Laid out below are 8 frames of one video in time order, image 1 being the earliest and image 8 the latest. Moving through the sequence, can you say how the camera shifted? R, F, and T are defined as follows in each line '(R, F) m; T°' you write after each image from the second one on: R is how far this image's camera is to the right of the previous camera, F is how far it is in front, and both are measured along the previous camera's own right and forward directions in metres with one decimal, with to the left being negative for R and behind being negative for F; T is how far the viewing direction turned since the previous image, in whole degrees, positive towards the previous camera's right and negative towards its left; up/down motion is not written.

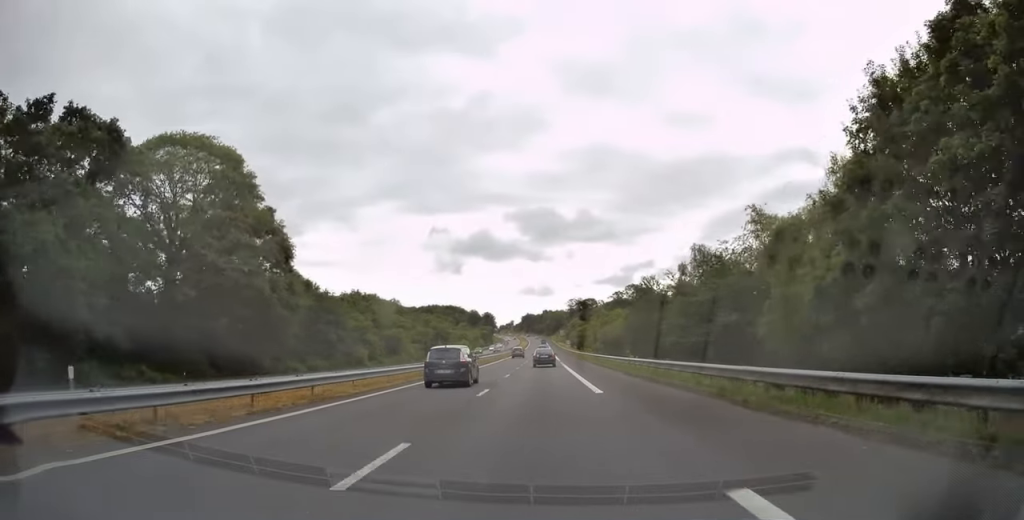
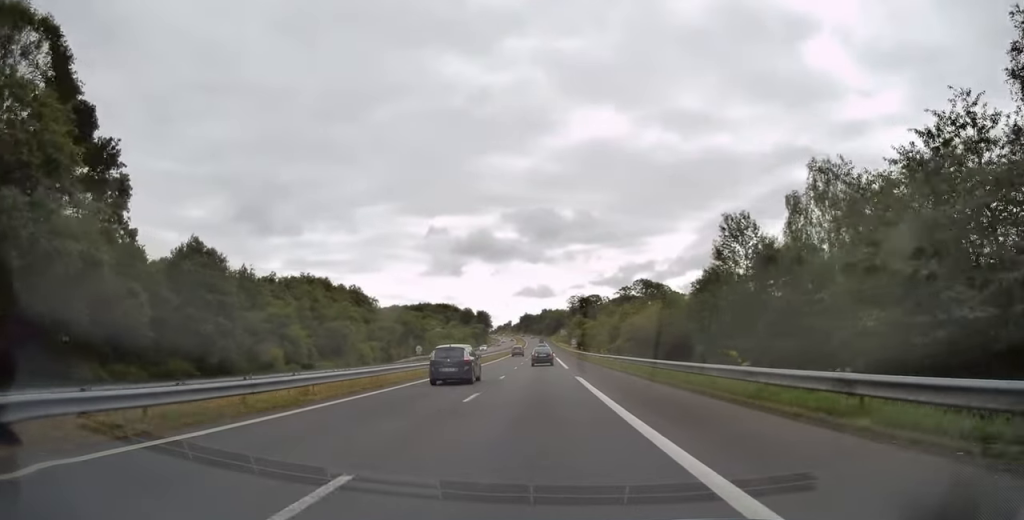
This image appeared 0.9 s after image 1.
(0.0, +28.3) m; 0°
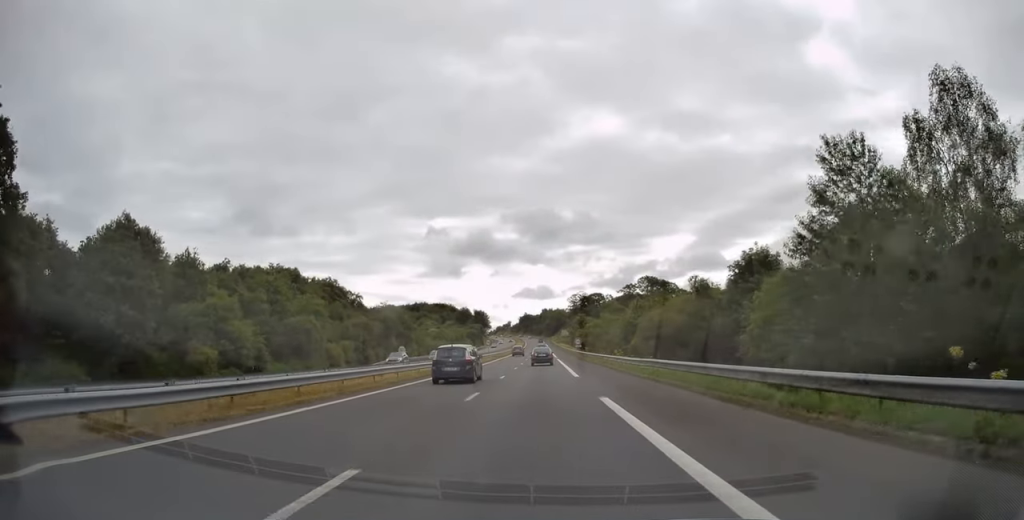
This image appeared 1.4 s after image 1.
(0.0, +12.6) m; 0°
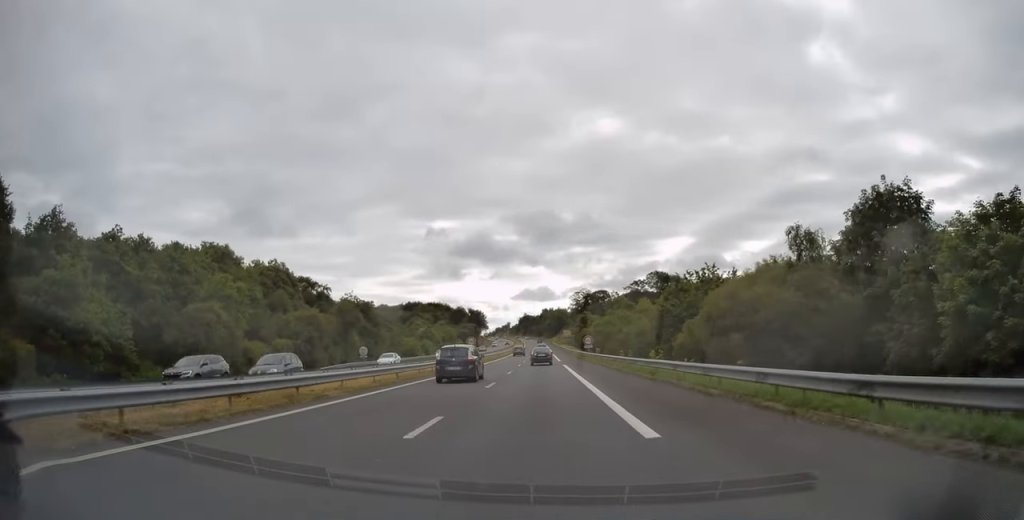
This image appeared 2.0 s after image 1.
(0.0, +20.1) m; 0°
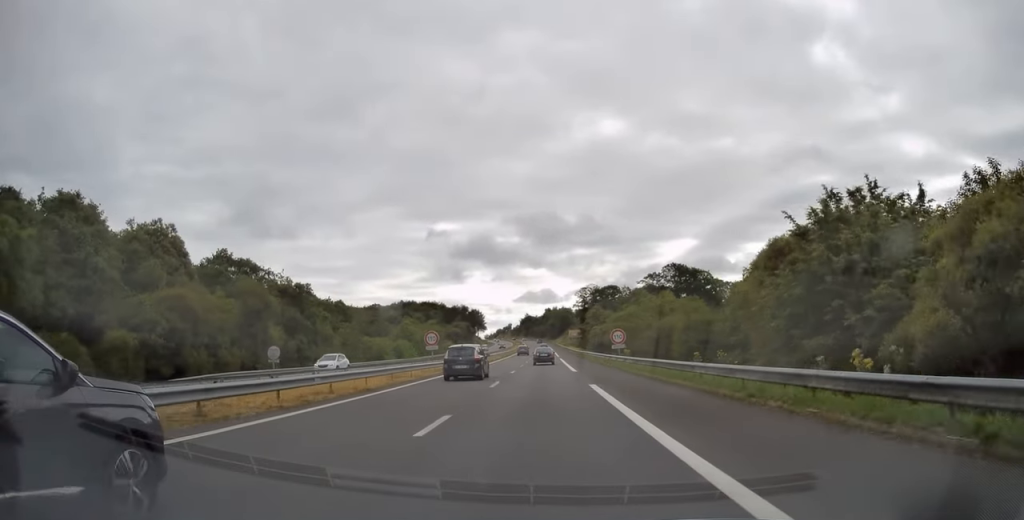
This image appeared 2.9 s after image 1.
(-0.1, +25.5) m; 0°
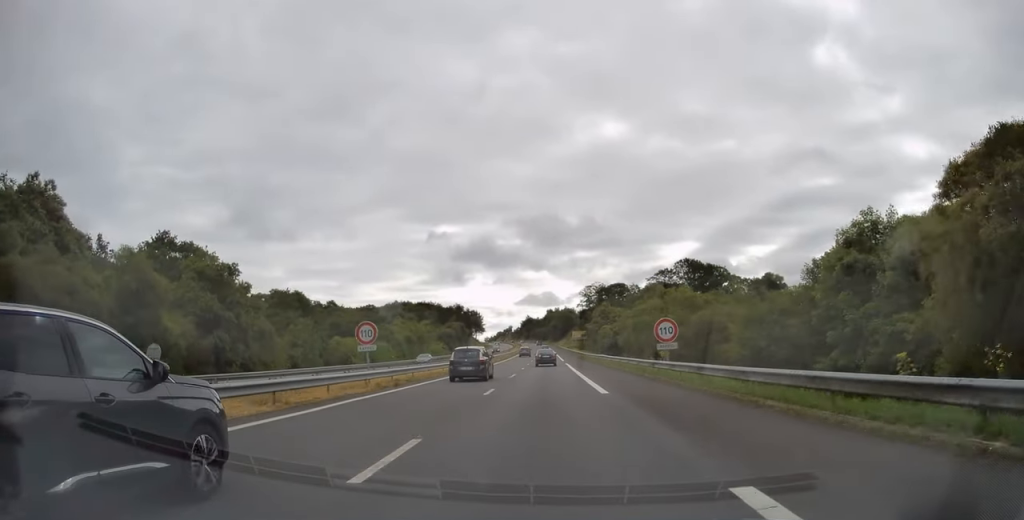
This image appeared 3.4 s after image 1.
(0.0, +16.5) m; 0°
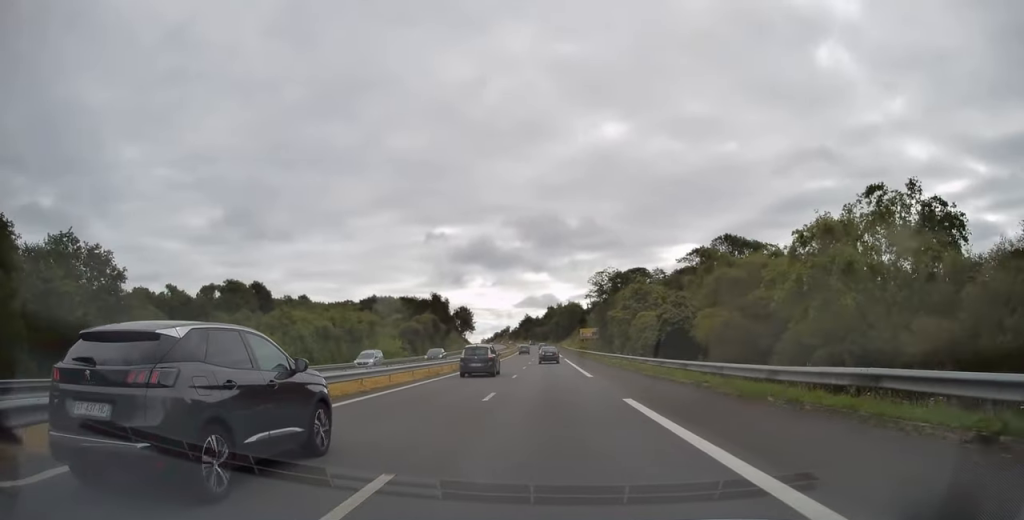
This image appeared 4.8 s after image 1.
(0.0, +41.3) m; 0°
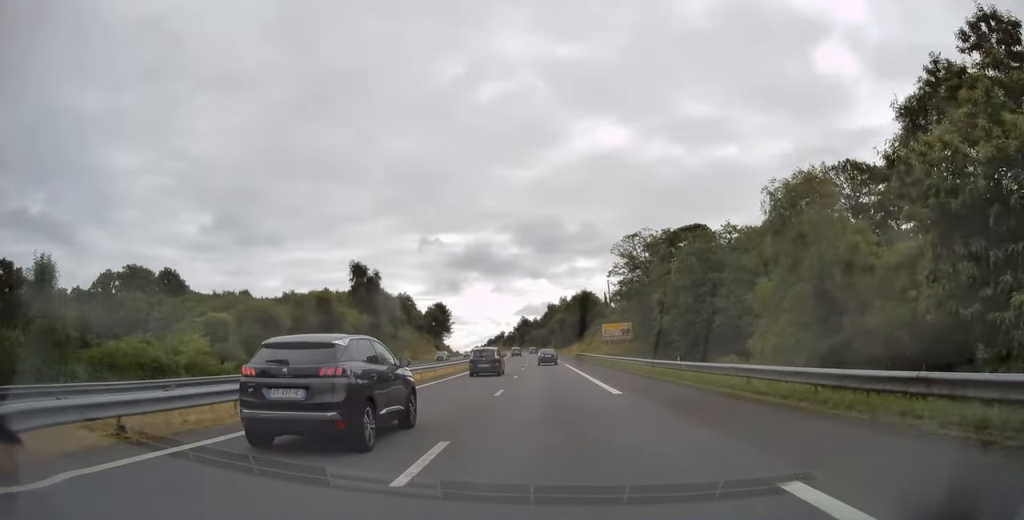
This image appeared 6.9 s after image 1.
(0.0, +61.3) m; 0°
